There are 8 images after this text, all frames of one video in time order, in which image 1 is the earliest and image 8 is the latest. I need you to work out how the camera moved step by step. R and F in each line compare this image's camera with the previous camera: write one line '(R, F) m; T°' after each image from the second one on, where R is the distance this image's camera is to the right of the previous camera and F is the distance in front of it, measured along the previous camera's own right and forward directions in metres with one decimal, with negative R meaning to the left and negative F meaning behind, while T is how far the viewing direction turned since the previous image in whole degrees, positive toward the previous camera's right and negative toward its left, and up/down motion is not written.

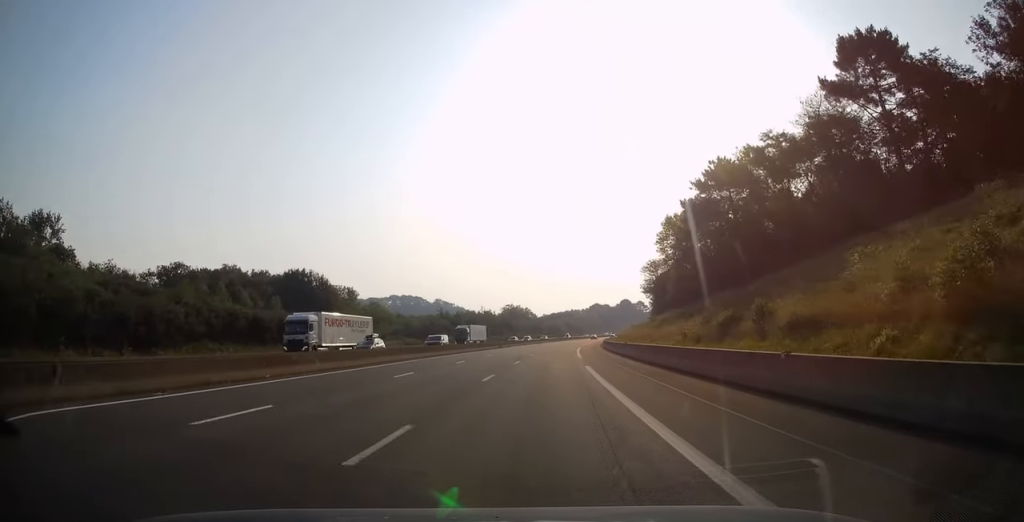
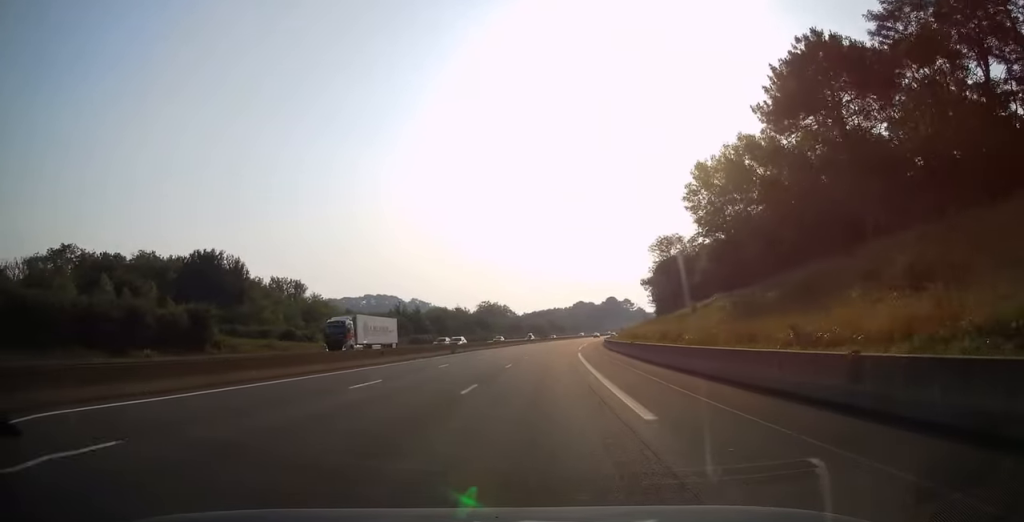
(+0.9, +30.7) m; +2°
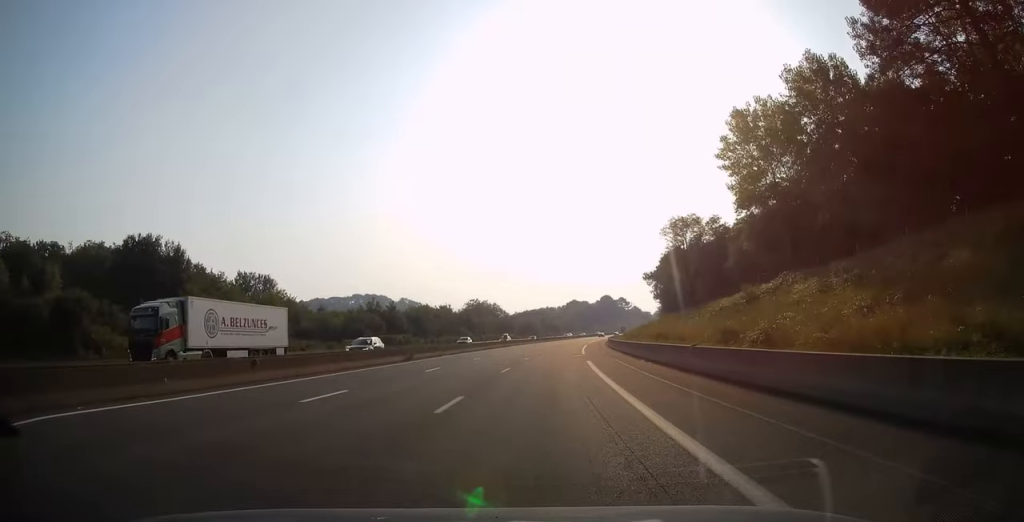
(0.0, +16.4) m; +1°
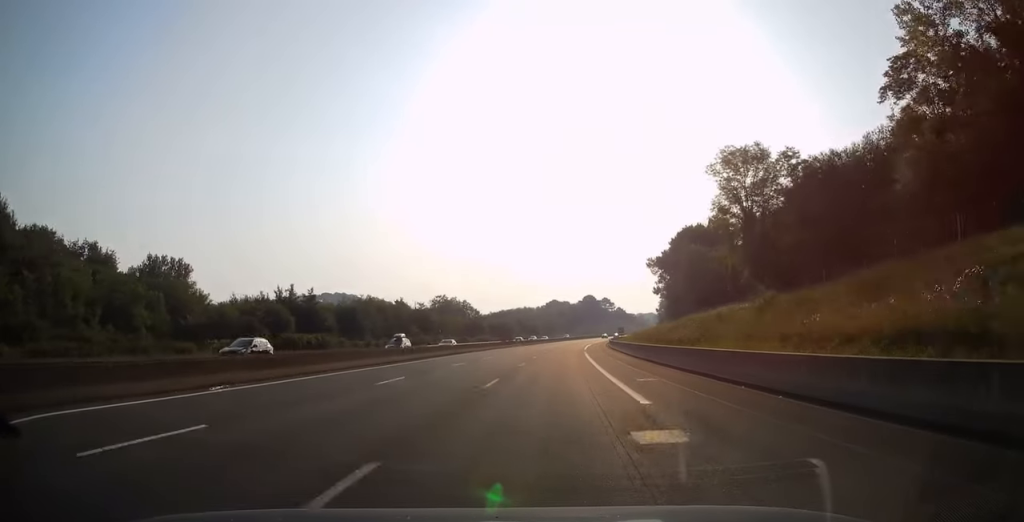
(+0.3, +33.3) m; +2°
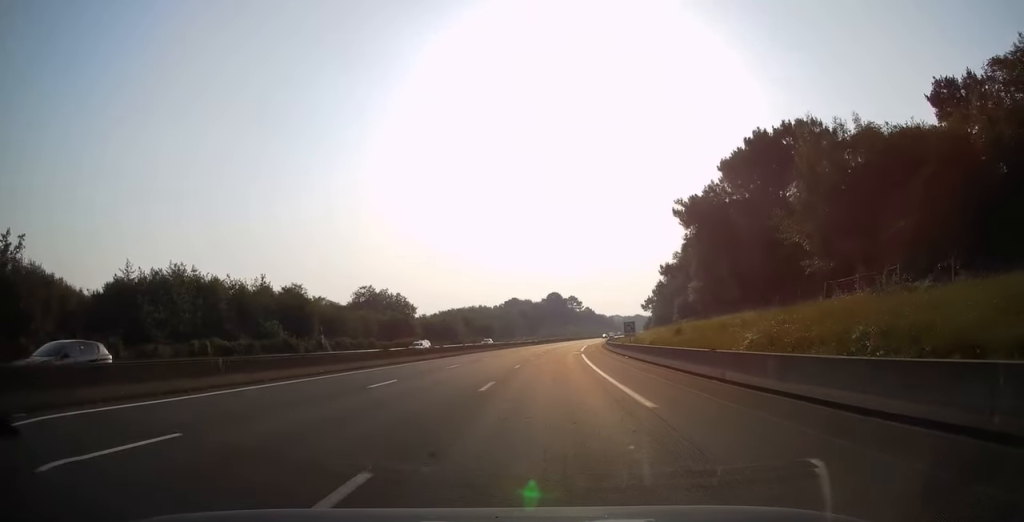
(+1.3, +52.3) m; +3°
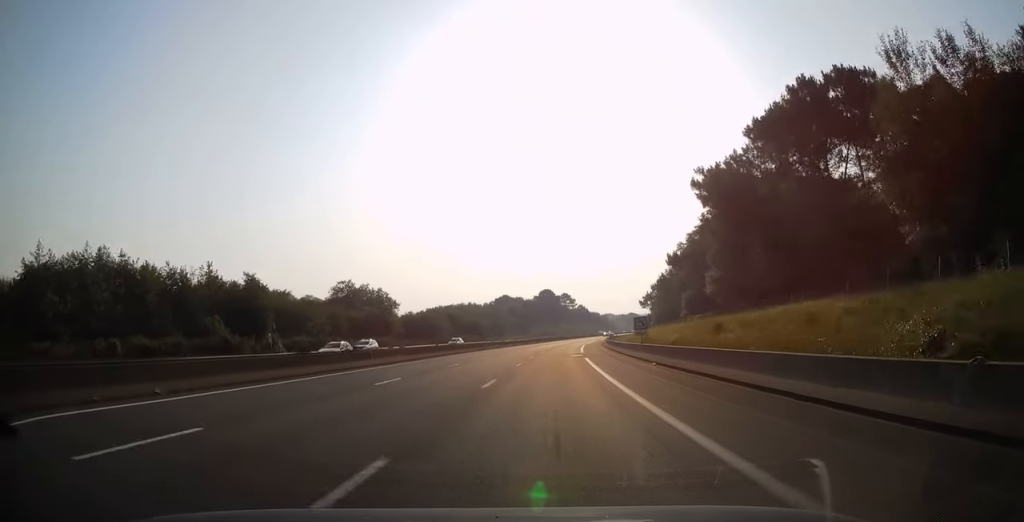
(+0.1, +12.3) m; +1°
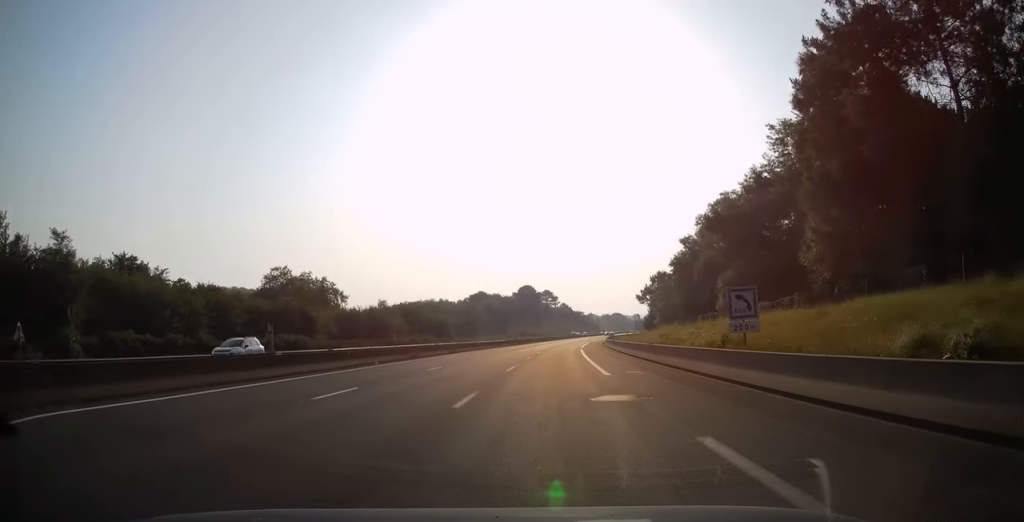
(+0.8, +30.7) m; +2°
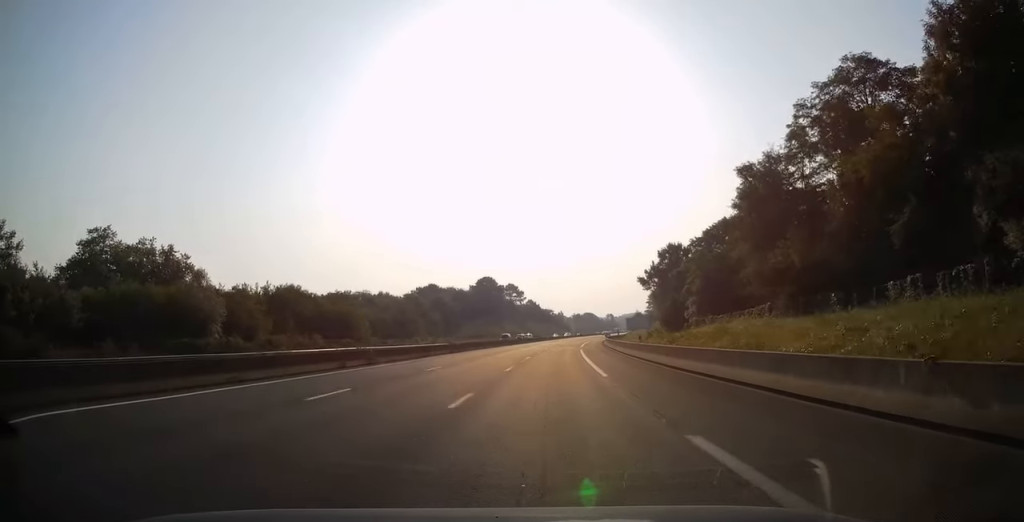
(+1.2, +51.8) m; +3°
